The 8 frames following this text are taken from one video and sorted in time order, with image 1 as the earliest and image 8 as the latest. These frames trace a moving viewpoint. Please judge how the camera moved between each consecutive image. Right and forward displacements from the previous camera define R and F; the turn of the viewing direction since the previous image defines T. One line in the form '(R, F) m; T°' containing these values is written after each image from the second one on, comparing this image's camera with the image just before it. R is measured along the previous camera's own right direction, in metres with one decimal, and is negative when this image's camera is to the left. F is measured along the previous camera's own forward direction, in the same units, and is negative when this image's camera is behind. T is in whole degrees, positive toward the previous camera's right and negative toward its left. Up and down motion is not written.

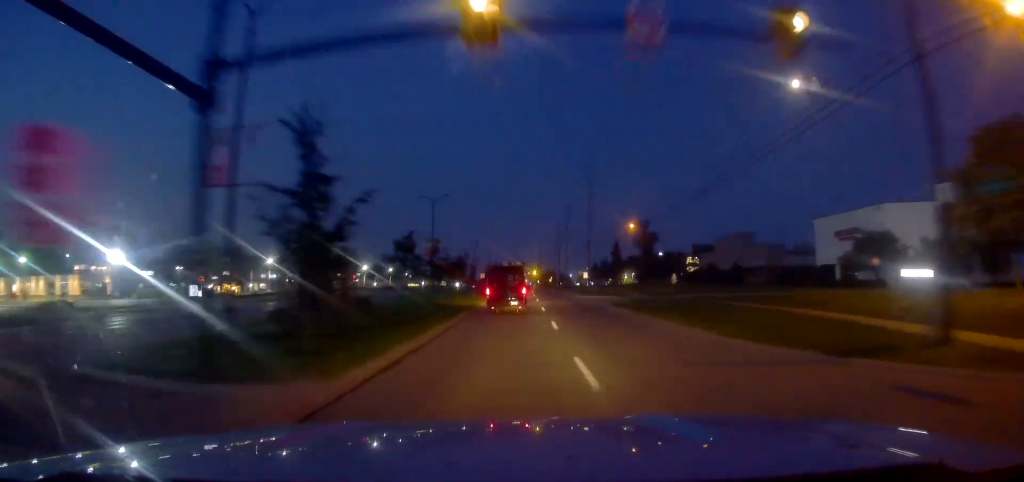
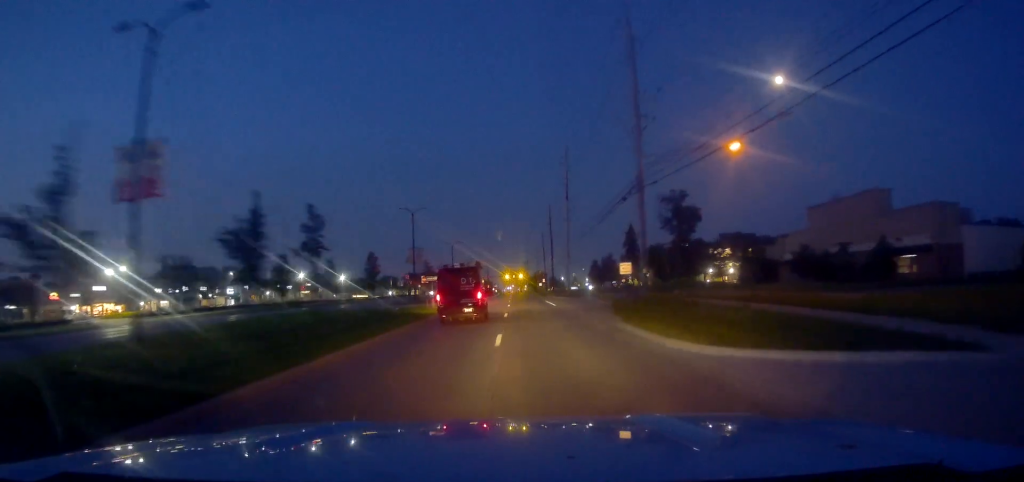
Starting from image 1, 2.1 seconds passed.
(+0.8, +48.4) m; +2°
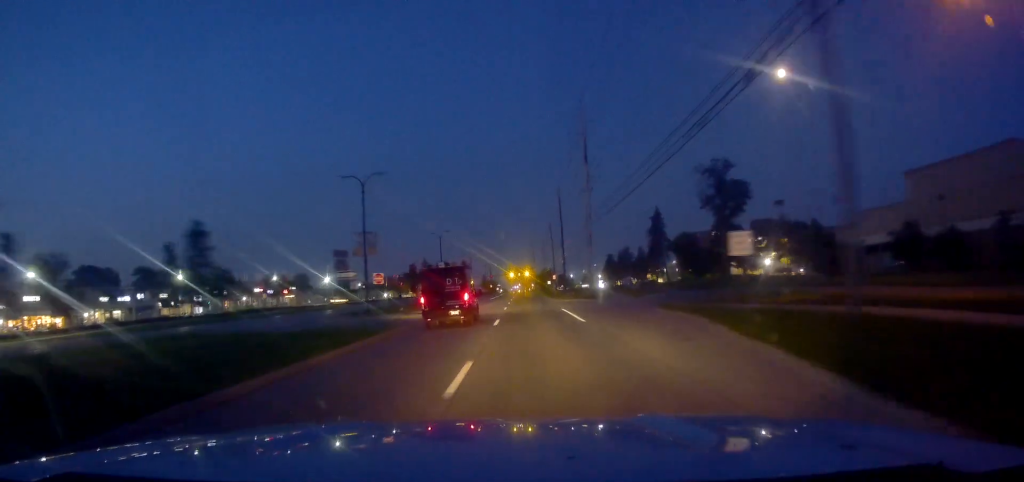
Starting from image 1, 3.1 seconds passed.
(0.0, +21.7) m; 0°
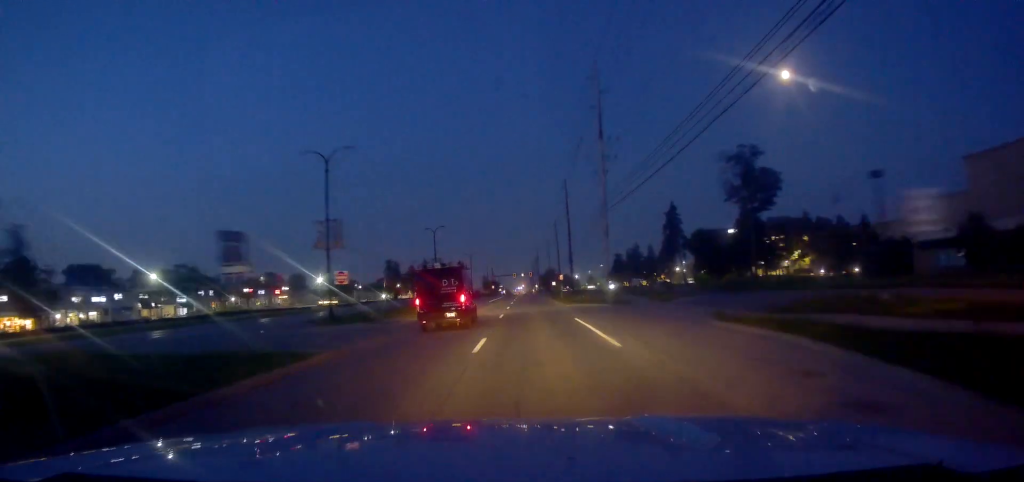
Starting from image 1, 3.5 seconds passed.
(0.0, +10.2) m; 0°
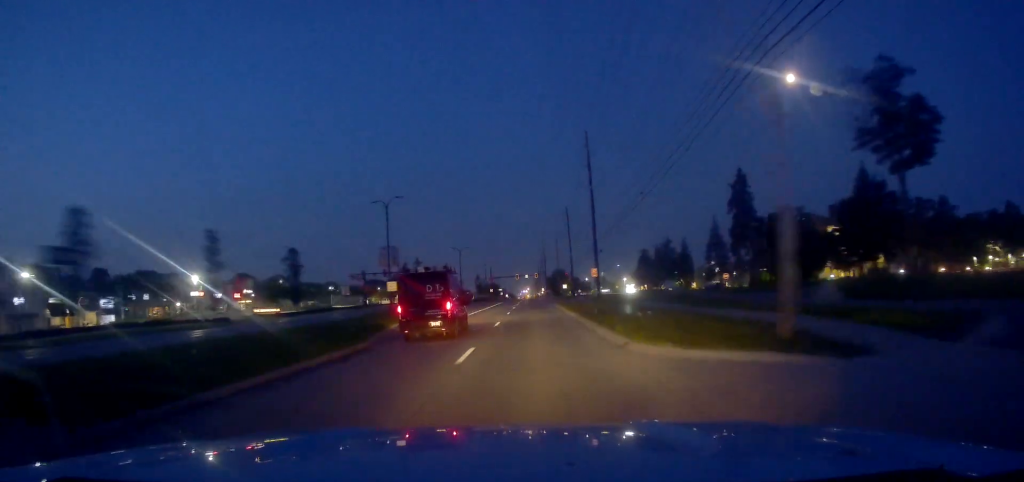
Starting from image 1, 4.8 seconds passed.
(0.0, +31.1) m; 0°
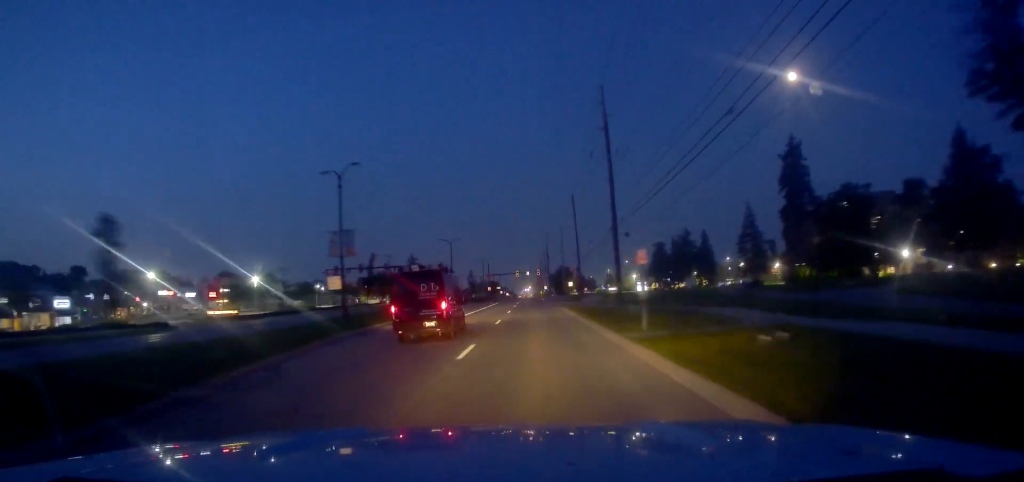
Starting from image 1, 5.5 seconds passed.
(+0.1, +14.8) m; -1°
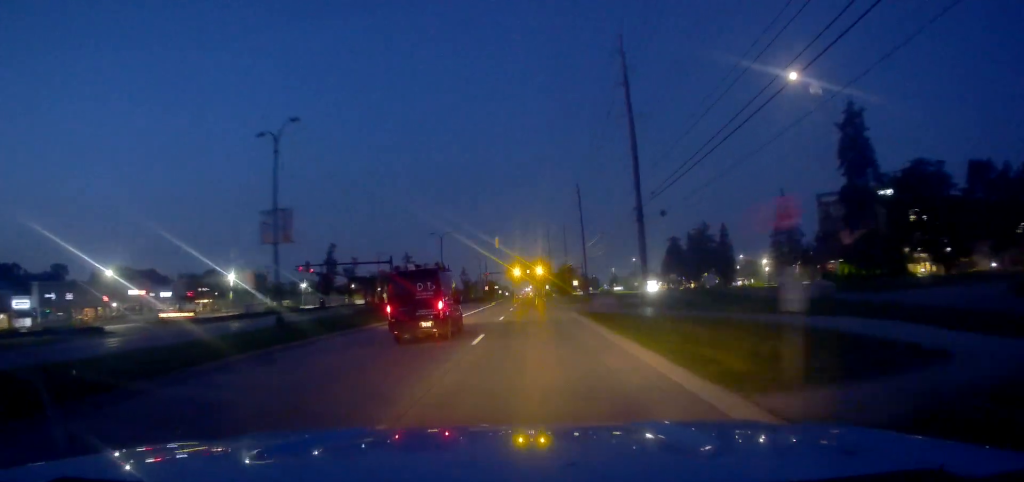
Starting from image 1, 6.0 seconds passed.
(-0.2, +11.5) m; -1°
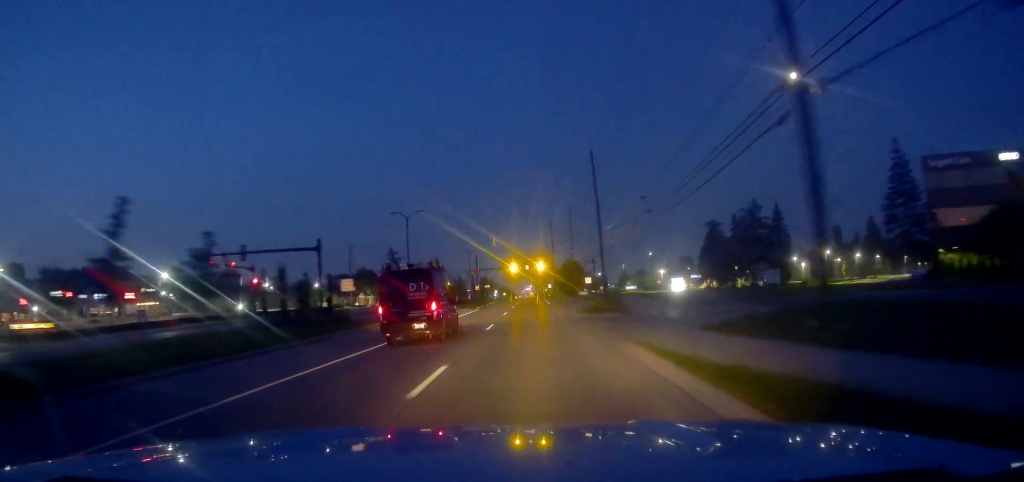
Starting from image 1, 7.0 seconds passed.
(-0.4, +24.3) m; 0°
